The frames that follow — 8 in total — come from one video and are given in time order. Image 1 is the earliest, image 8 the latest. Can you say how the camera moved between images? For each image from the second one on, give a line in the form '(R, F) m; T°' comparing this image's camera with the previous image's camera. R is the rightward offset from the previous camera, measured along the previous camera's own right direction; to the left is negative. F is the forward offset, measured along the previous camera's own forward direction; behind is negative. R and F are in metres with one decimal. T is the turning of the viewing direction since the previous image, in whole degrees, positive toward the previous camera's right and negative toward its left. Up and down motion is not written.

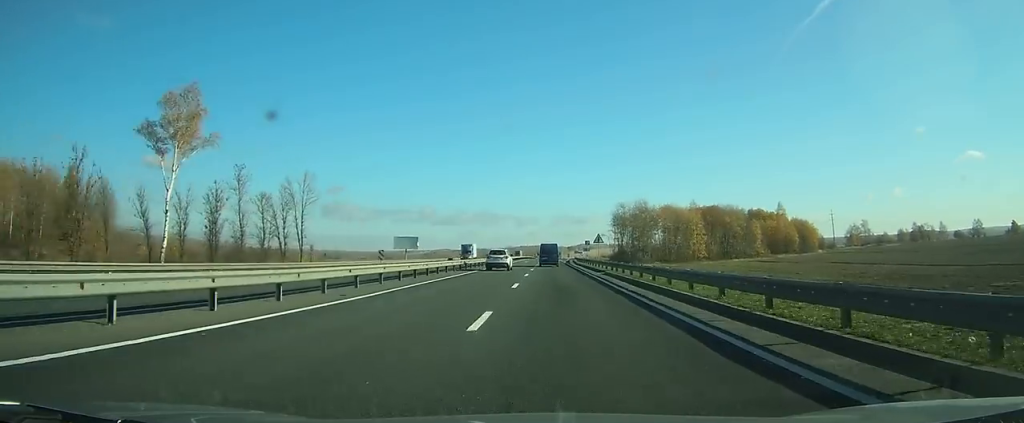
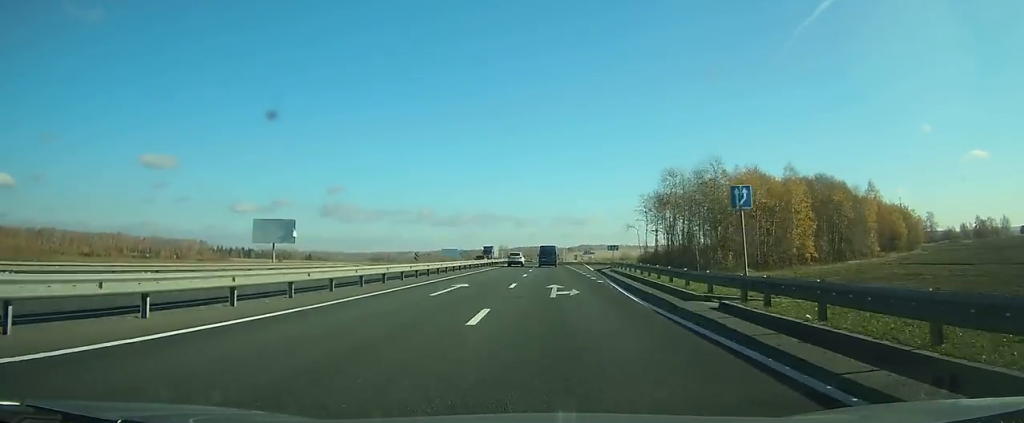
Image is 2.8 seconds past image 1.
(+0.2, +69.2) m; 0°
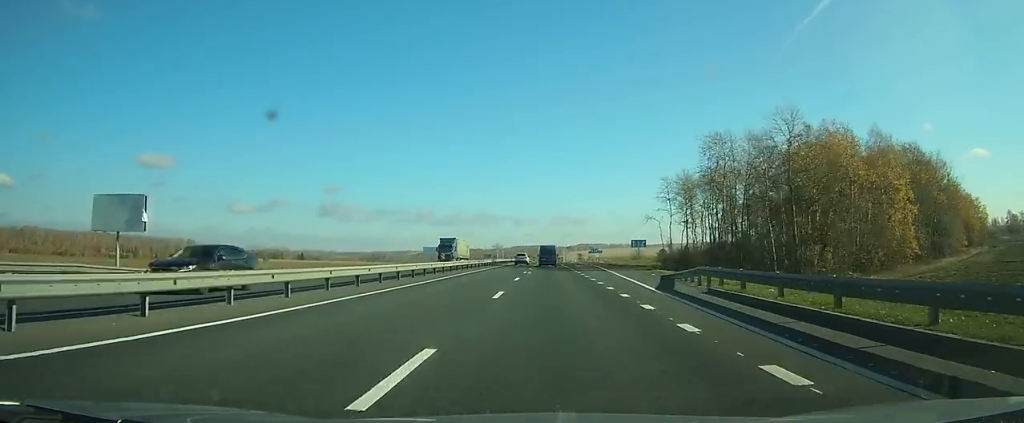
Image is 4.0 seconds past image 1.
(0.0, +29.5) m; 0°
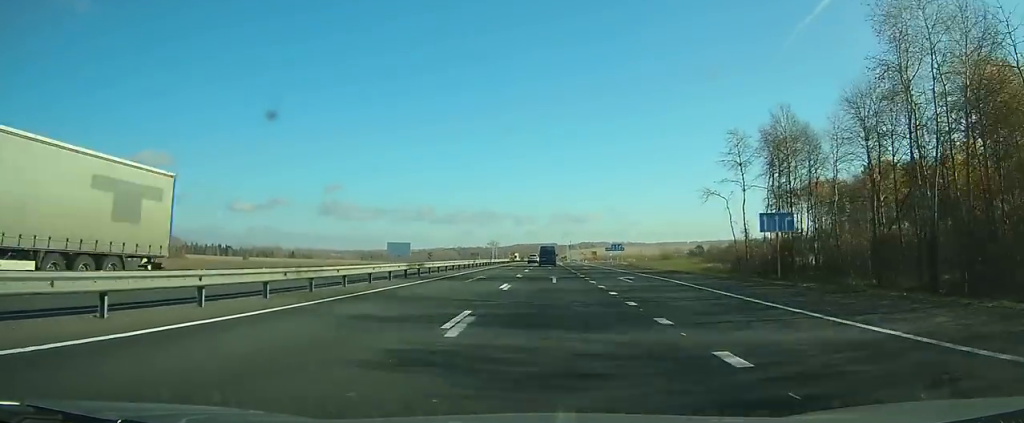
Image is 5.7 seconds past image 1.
(+0.3, +44.4) m; 0°
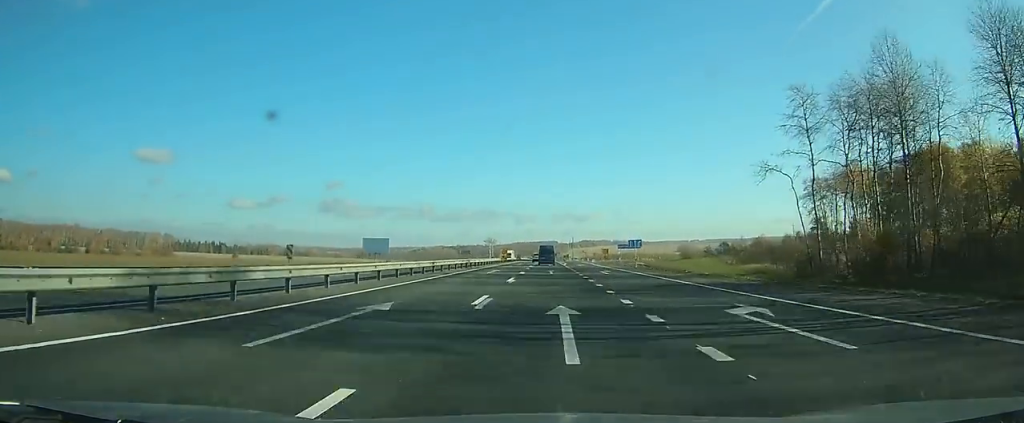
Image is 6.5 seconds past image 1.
(0.0, +20.2) m; 0°
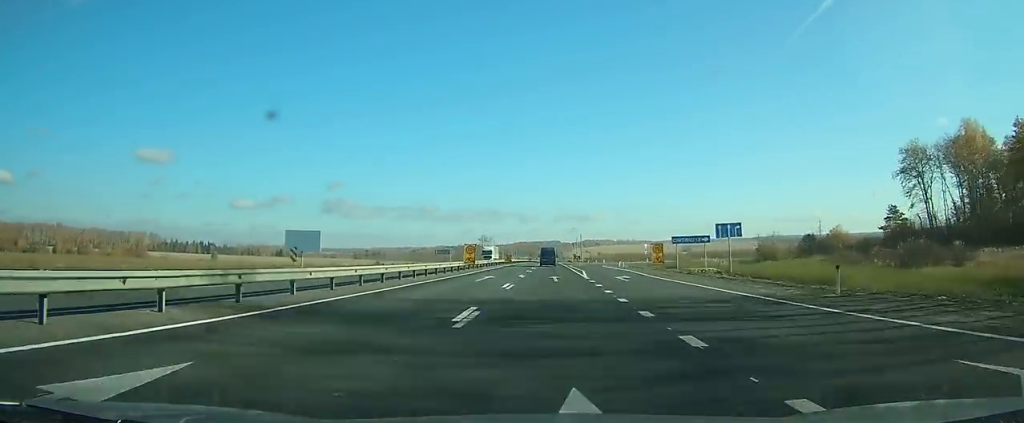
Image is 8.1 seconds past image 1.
(0.0, +39.8) m; 0°
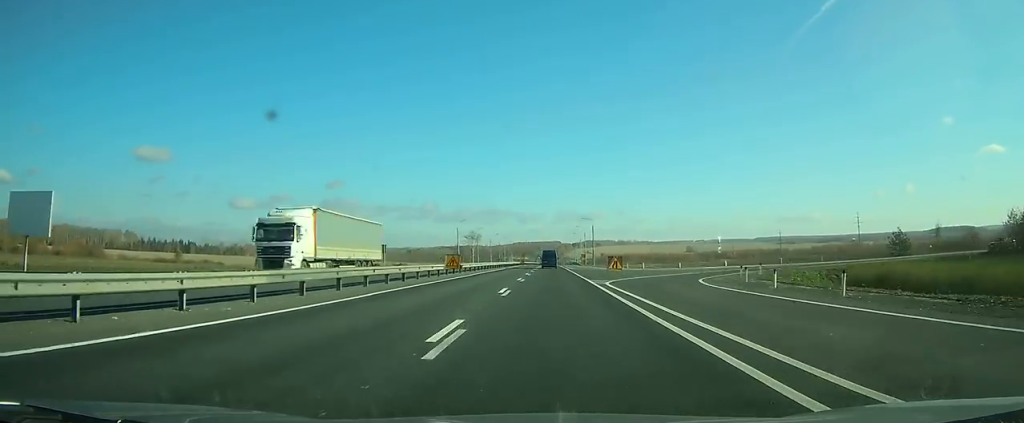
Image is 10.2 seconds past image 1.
(-0.1, +50.2) m; 0°
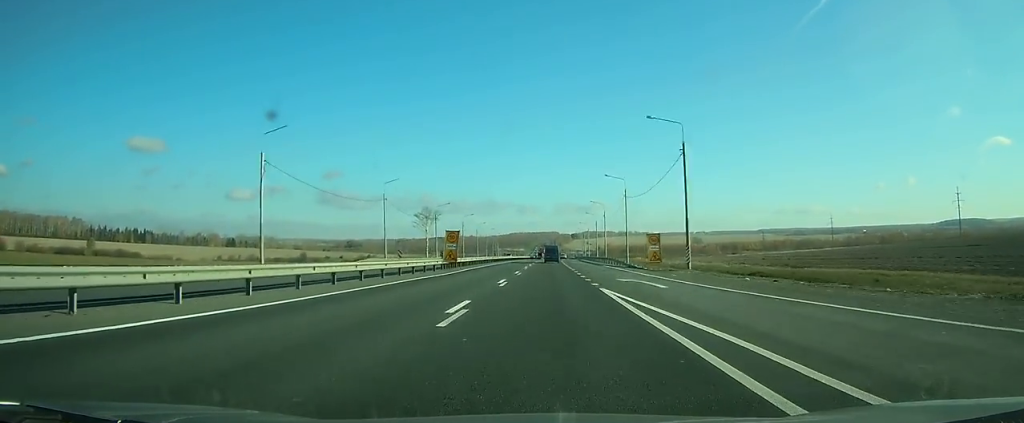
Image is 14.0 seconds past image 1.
(+0.3, +96.0) m; 0°
